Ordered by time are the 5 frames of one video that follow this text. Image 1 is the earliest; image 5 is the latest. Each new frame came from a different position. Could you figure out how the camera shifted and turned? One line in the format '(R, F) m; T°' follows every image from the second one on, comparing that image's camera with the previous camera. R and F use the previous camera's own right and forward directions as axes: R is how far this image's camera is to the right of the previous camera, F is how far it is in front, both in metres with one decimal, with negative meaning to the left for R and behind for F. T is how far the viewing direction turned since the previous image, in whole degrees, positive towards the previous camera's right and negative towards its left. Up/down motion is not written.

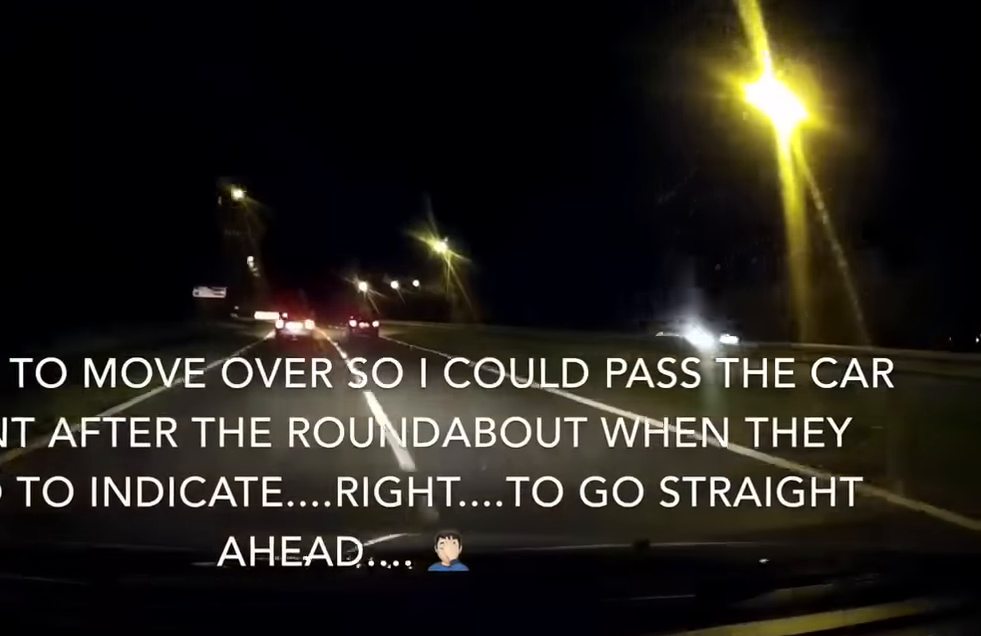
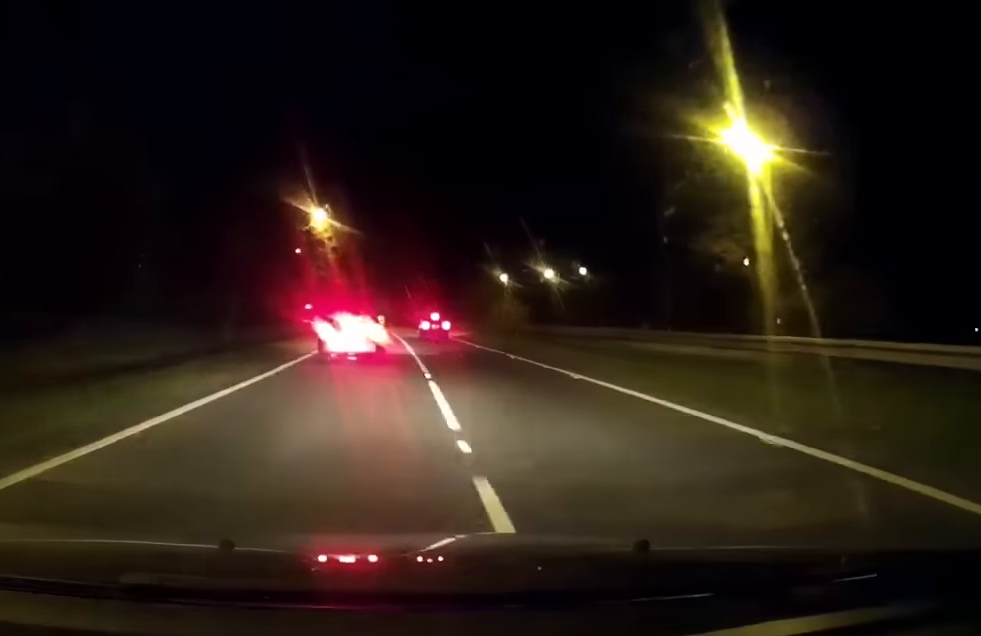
(-4.4, +67.5) m; -7°
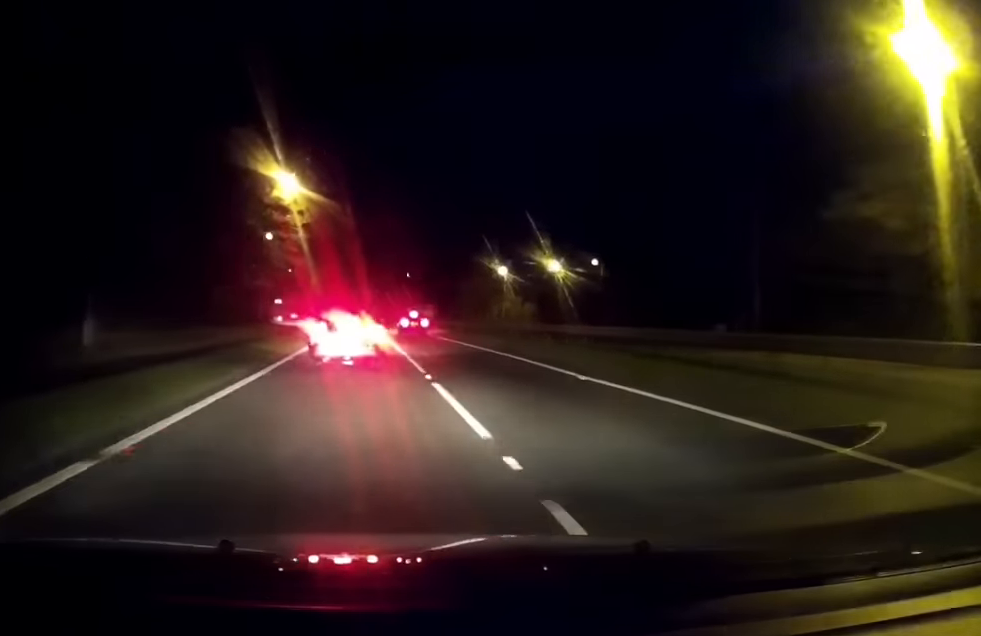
(-0.2, +18.2) m; 0°
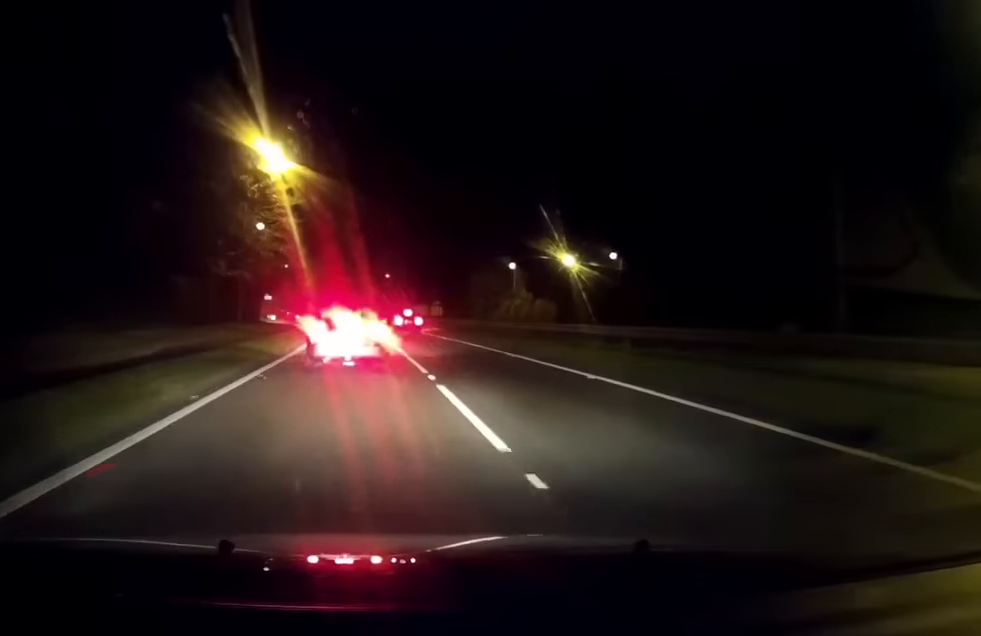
(0.0, +9.5) m; 0°
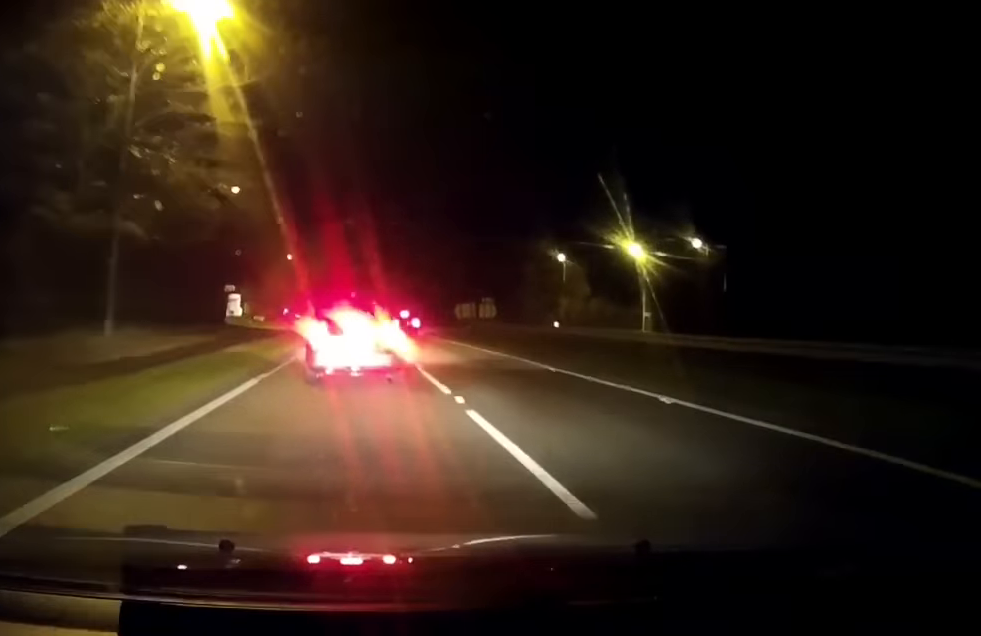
(-0.1, +27.9) m; -1°
